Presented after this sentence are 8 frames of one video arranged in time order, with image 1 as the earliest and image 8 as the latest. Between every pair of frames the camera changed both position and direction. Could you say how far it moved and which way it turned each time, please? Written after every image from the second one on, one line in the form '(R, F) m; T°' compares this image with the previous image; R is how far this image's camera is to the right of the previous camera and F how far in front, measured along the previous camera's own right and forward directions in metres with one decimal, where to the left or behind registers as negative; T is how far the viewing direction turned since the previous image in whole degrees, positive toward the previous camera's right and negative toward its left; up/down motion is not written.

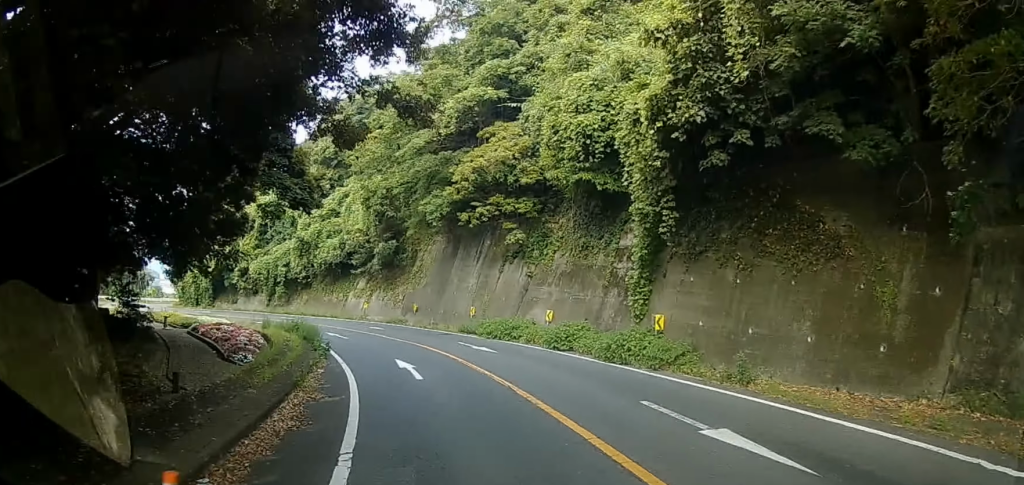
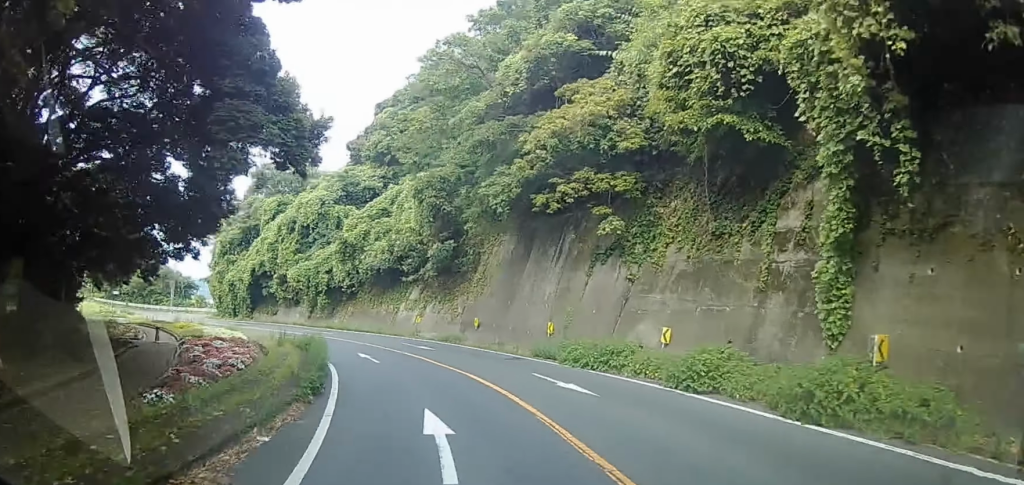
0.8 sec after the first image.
(0.0, +8.6) m; -3°
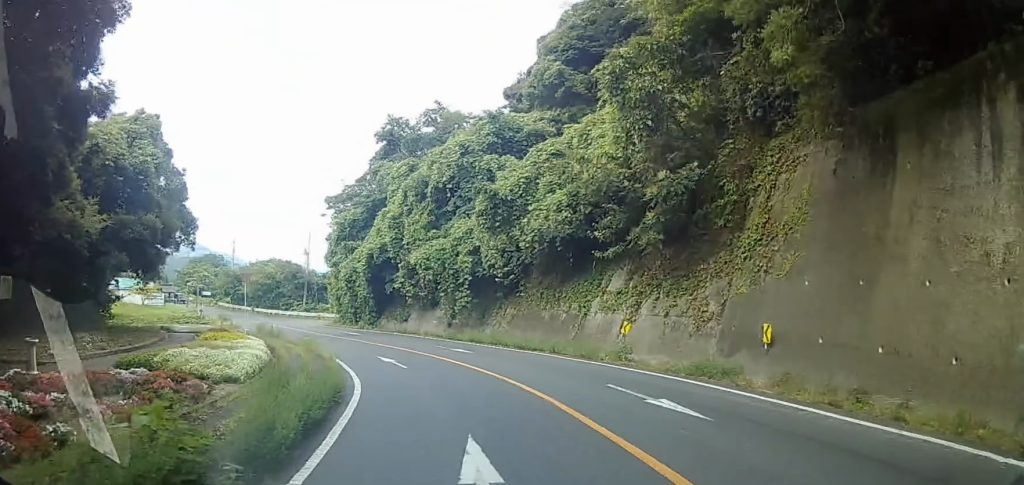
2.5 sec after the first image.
(-2.5, +17.3) m; -17°
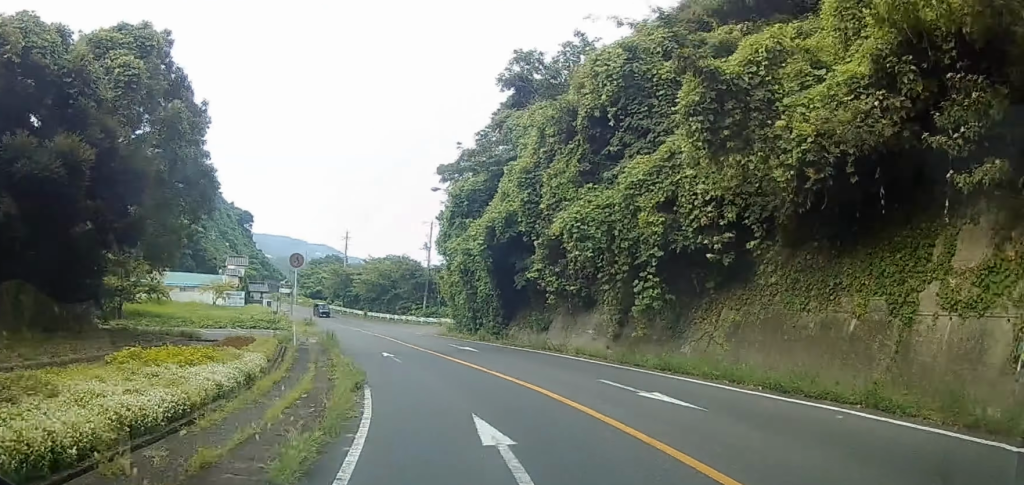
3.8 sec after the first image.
(-1.3, +12.3) m; -12°
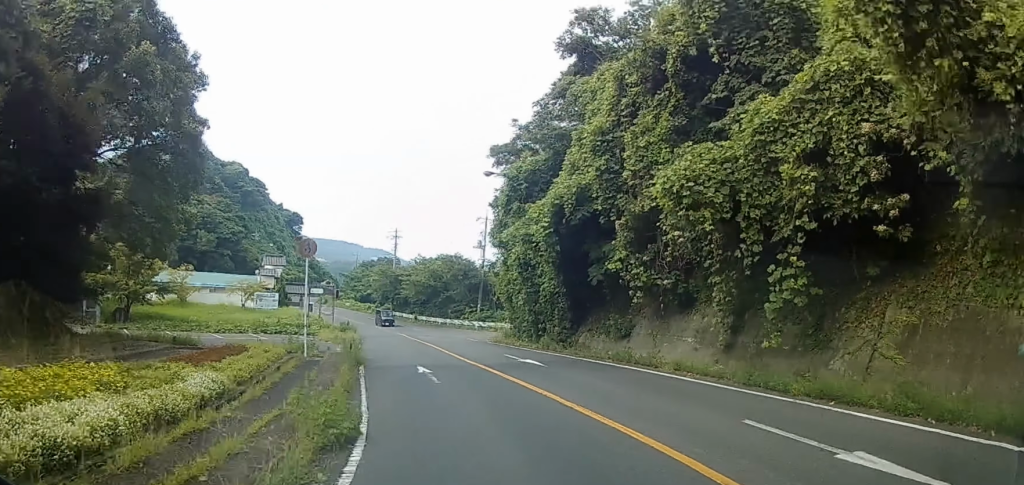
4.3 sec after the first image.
(-0.3, +5.3) m; -6°
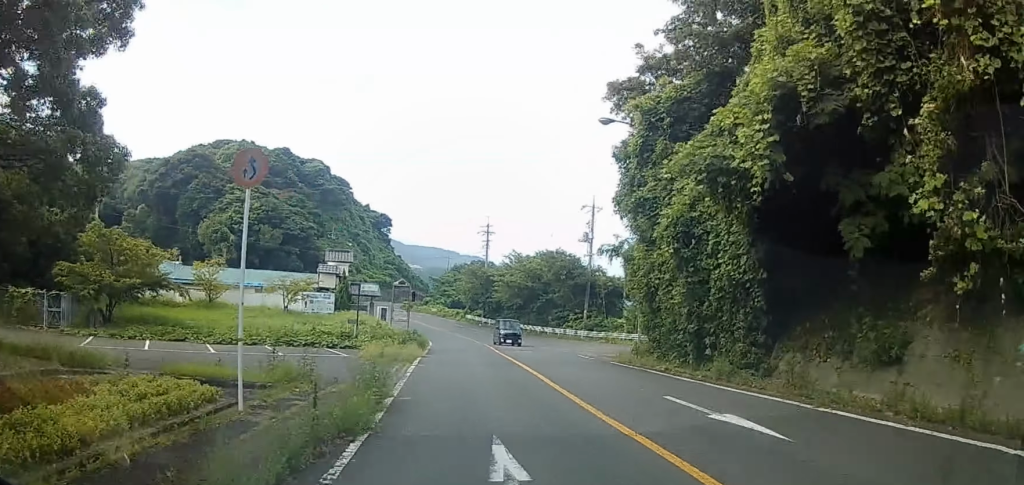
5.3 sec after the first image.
(-0.9, +9.9) m; -11°
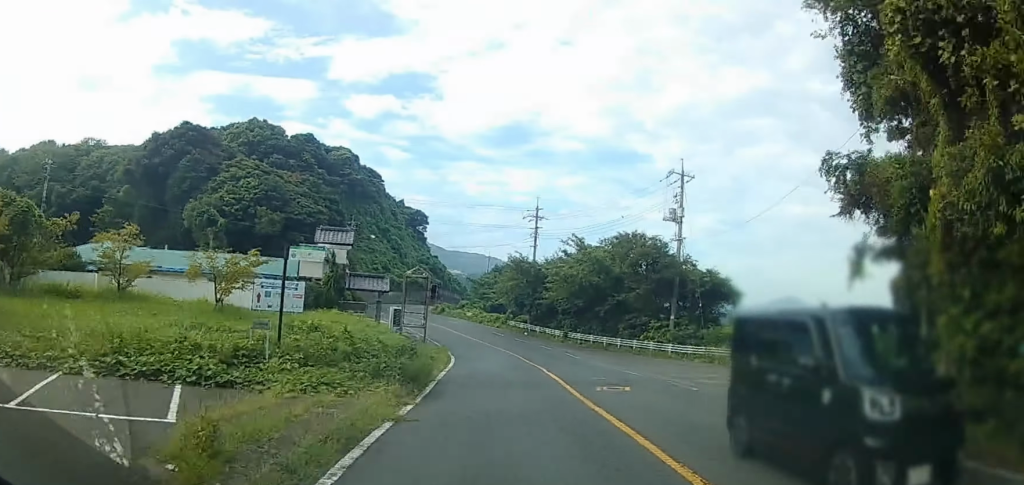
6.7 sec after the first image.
(-1.6, +14.2) m; -8°
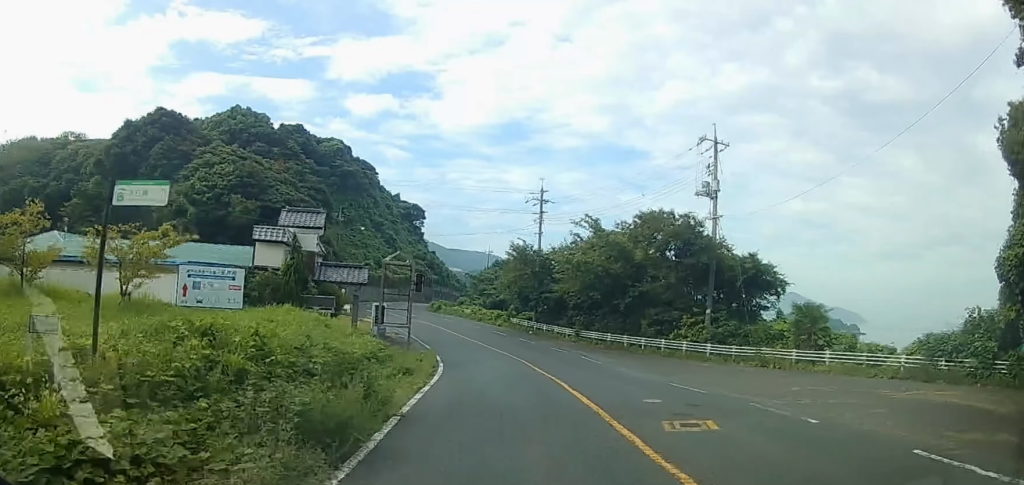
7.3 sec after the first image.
(-0.1, +5.6) m; -1°
